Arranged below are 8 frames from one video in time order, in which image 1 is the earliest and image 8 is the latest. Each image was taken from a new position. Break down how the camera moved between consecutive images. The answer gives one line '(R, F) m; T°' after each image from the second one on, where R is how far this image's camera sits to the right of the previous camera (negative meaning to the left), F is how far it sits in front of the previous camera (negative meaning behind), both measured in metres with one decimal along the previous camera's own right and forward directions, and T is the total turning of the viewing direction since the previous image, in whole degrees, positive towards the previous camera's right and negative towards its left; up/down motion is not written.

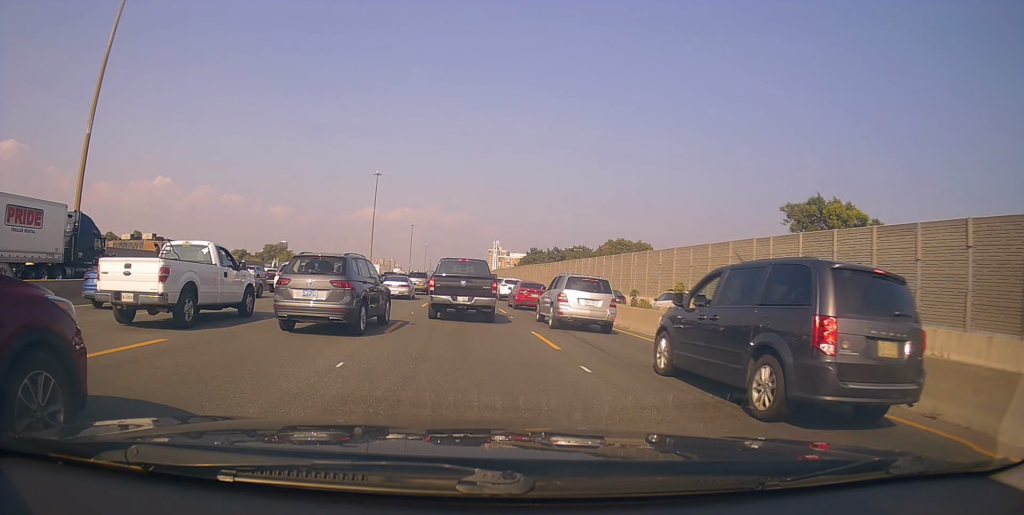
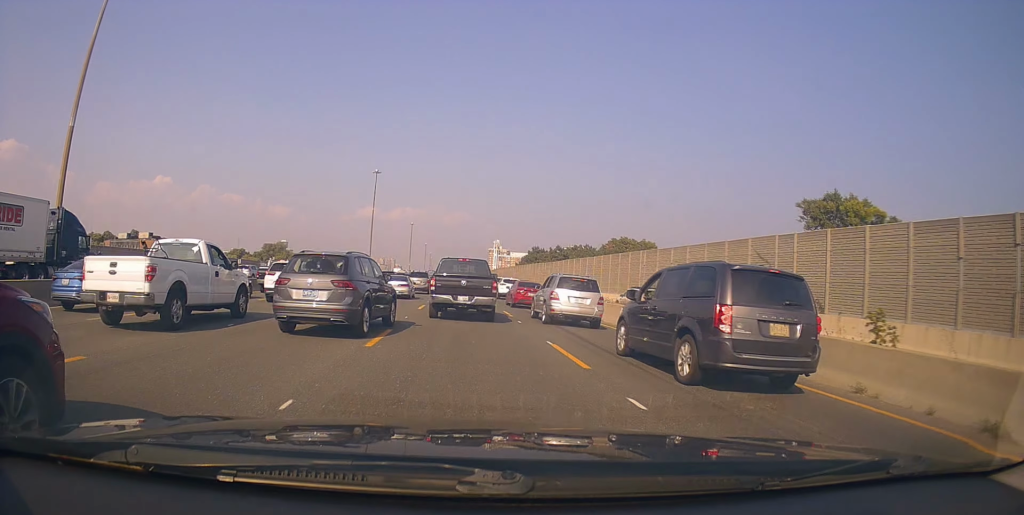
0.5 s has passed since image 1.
(+0.1, +2.4) m; -2°
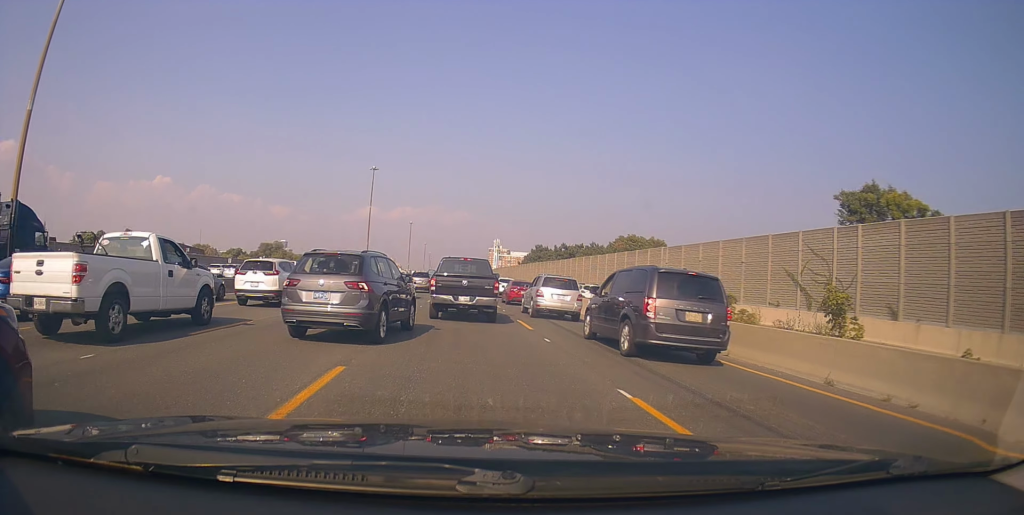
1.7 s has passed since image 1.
(-0.3, +5.5) m; -3°
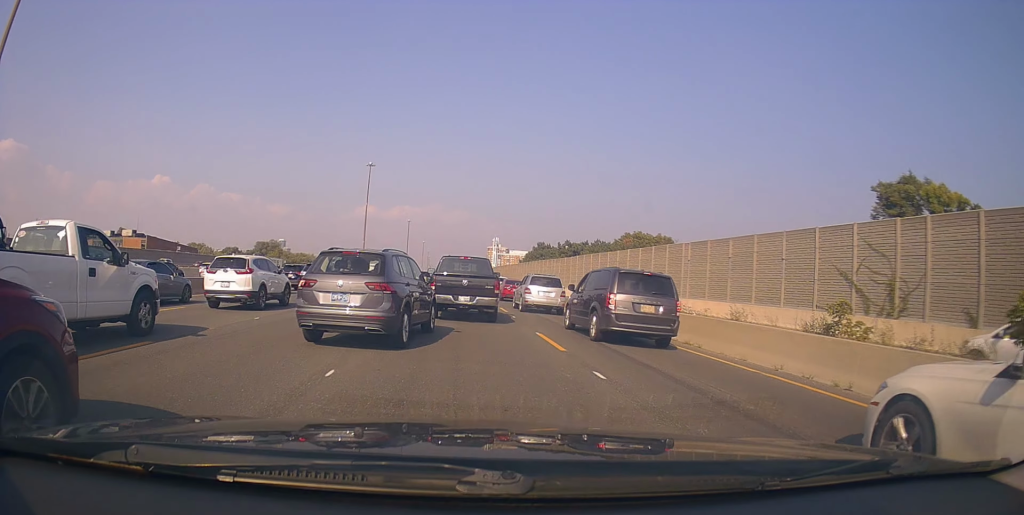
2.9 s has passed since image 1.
(+0.1, +5.1) m; +2°
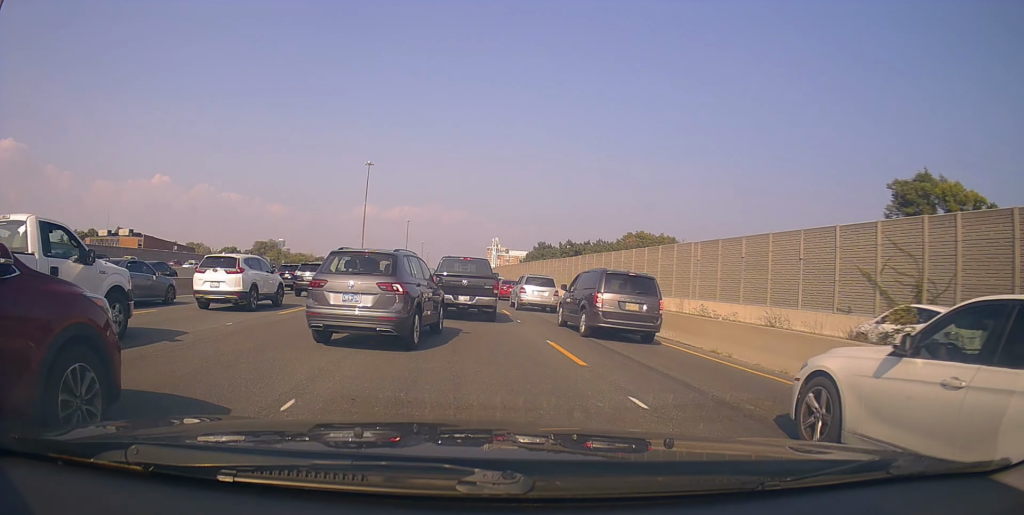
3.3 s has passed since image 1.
(0.0, +1.9) m; +2°
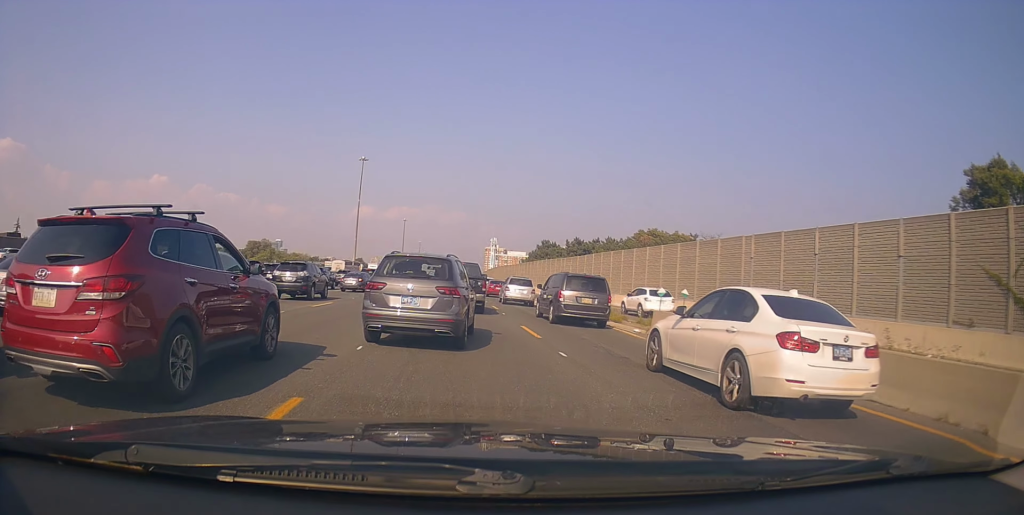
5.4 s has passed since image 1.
(+0.8, +7.7) m; +3°
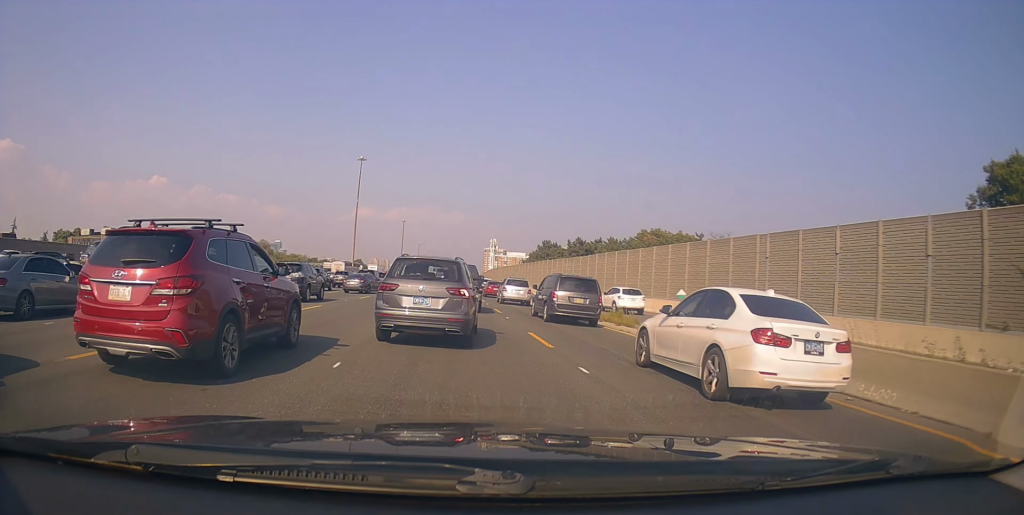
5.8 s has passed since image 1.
(+0.2, +1.6) m; -5°
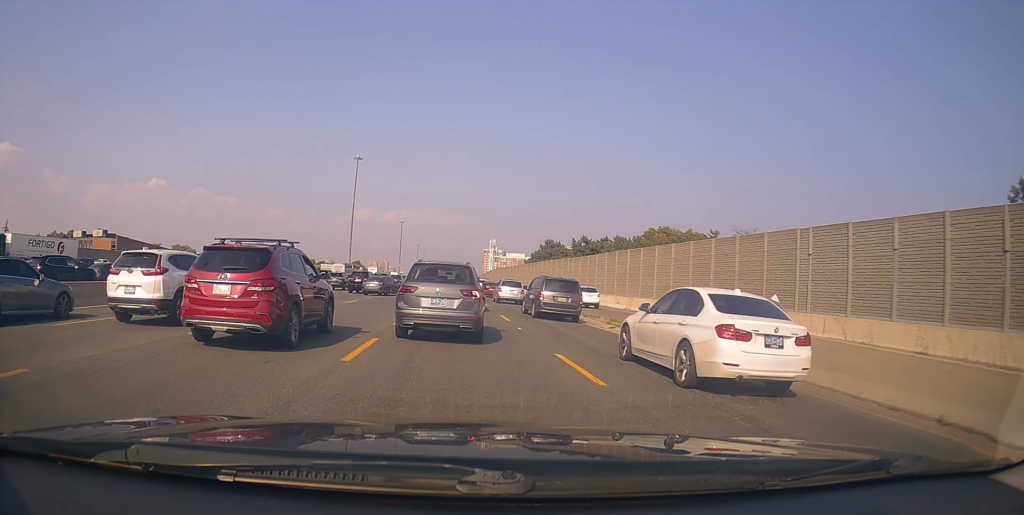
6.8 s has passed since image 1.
(-0.6, +3.7) m; -2°
